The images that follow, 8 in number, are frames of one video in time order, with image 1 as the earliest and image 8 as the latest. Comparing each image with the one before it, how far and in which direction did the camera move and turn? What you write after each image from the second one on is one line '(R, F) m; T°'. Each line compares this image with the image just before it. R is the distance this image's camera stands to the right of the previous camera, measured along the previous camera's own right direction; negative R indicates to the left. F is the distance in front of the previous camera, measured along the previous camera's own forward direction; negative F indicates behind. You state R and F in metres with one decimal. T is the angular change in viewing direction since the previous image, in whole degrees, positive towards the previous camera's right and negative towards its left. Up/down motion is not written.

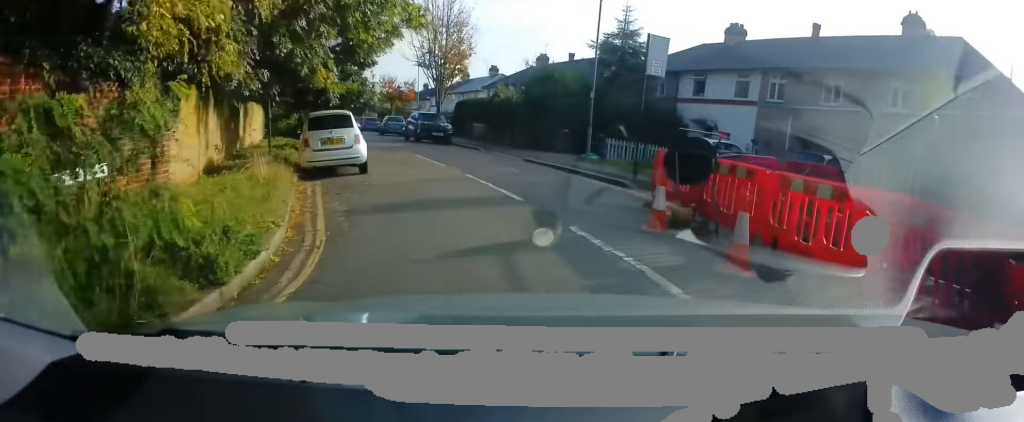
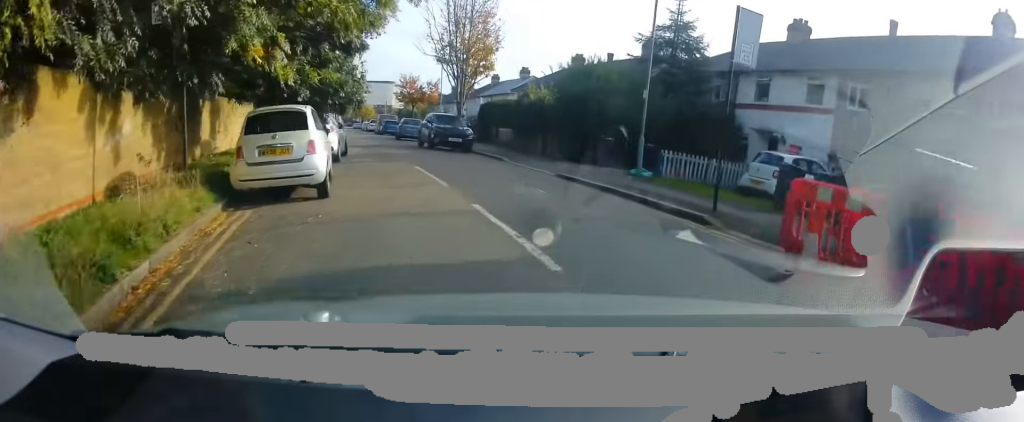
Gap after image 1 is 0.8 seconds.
(-0.3, +4.3) m; -3°
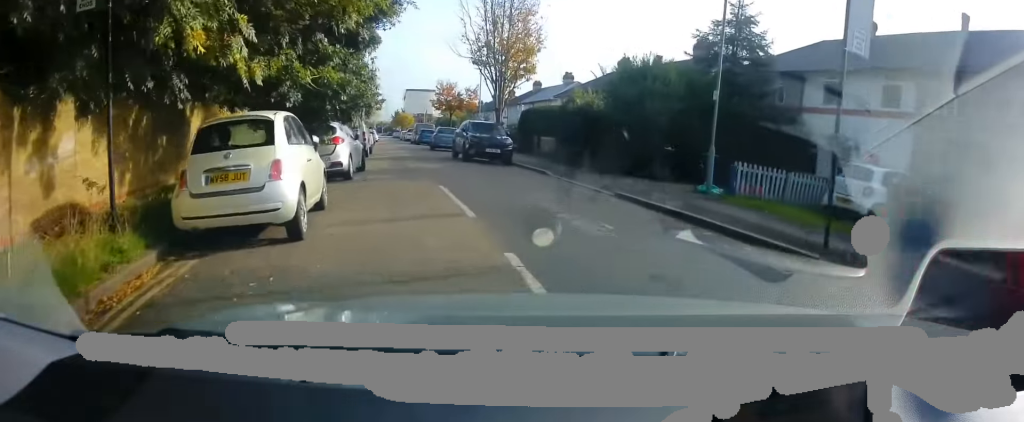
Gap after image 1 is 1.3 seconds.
(0.0, +2.7) m; +6°
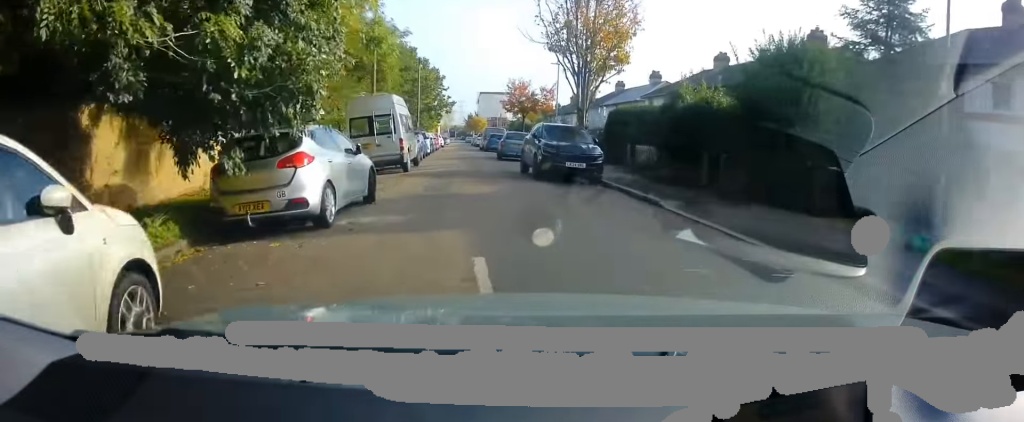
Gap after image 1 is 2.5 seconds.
(+0.9, +6.0) m; 0°
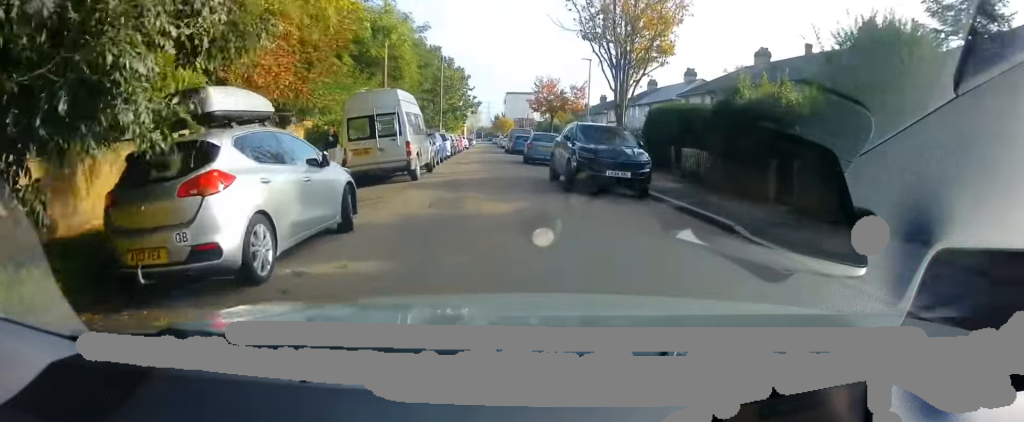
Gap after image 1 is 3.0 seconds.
(-0.2, +2.7) m; -6°
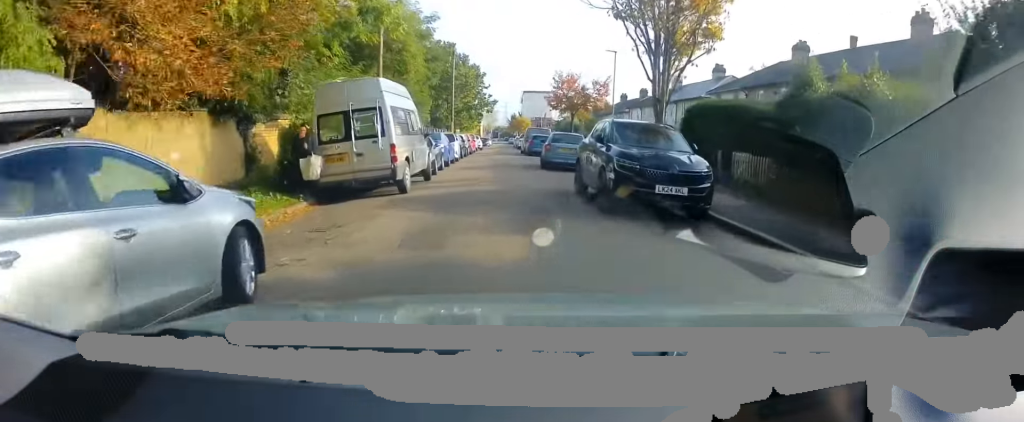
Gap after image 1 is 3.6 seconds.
(-0.6, +3.2) m; -10°
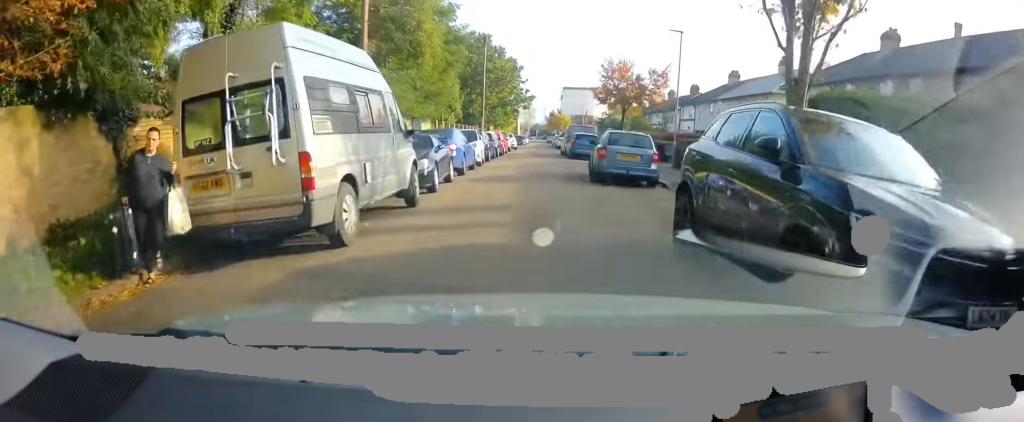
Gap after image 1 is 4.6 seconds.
(-0.2, +6.0) m; -2°
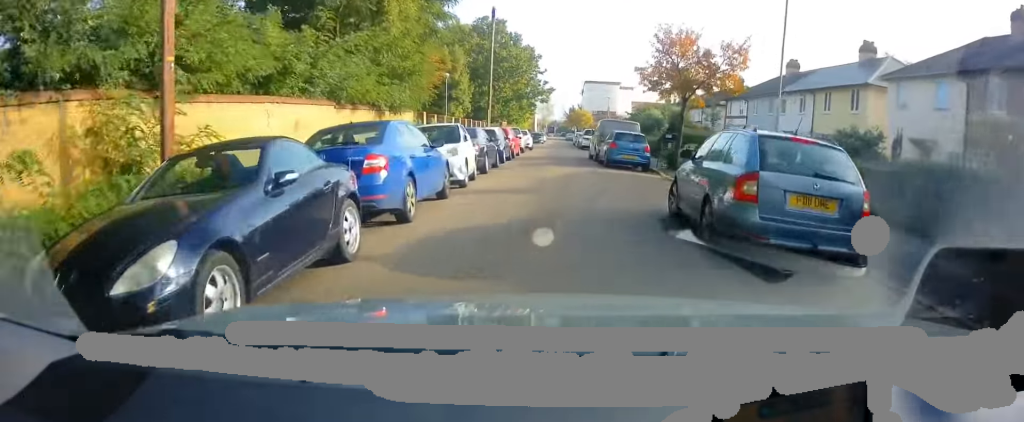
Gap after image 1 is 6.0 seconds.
(-0.3, +8.8) m; -4°
